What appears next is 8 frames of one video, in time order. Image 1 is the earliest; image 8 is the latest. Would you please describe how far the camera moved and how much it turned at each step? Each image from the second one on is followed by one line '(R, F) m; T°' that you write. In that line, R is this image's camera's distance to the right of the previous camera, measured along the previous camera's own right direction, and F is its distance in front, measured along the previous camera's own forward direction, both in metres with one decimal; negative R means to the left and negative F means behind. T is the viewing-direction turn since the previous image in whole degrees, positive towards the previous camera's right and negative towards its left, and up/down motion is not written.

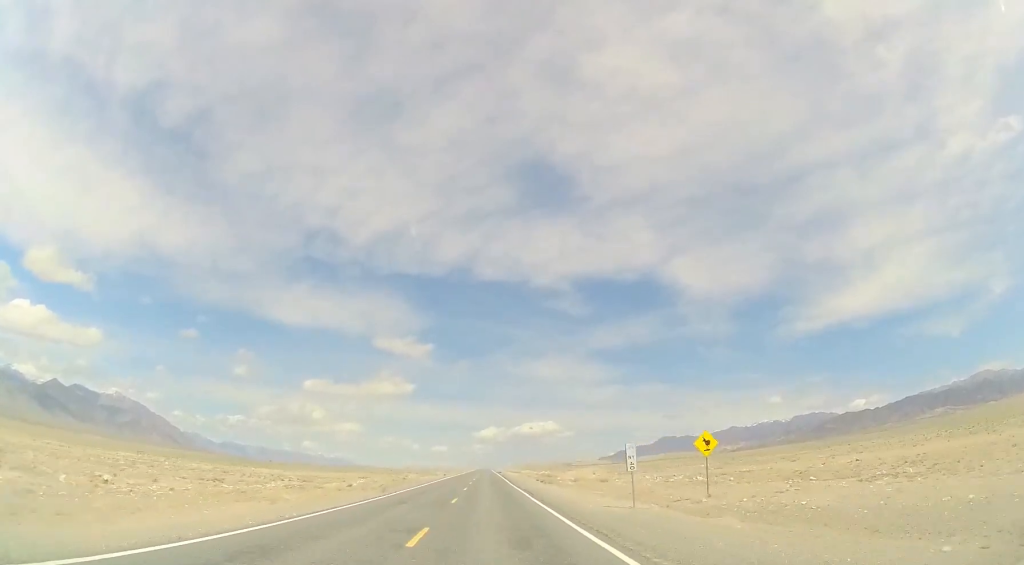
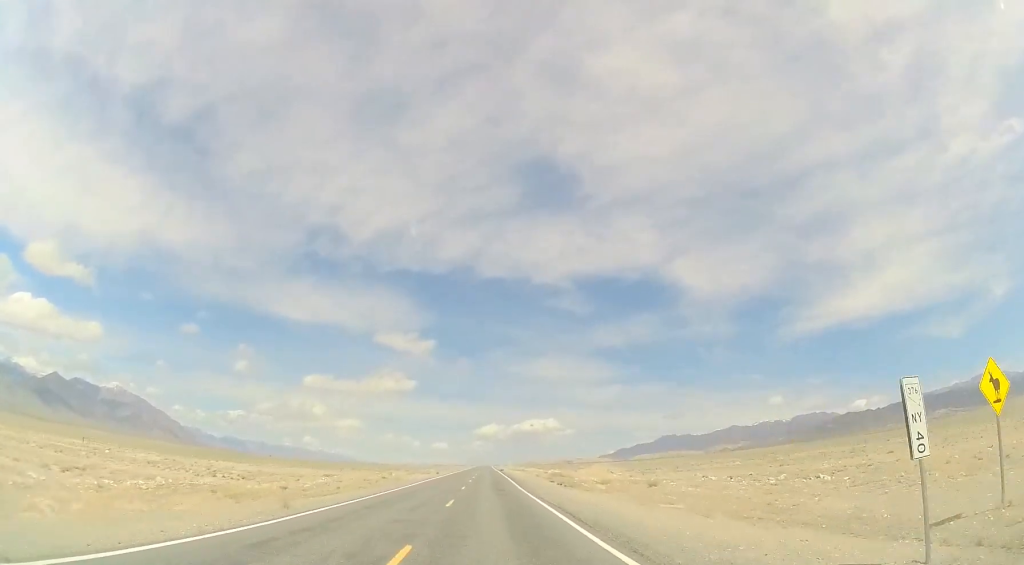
(0.0, +17.0) m; 0°
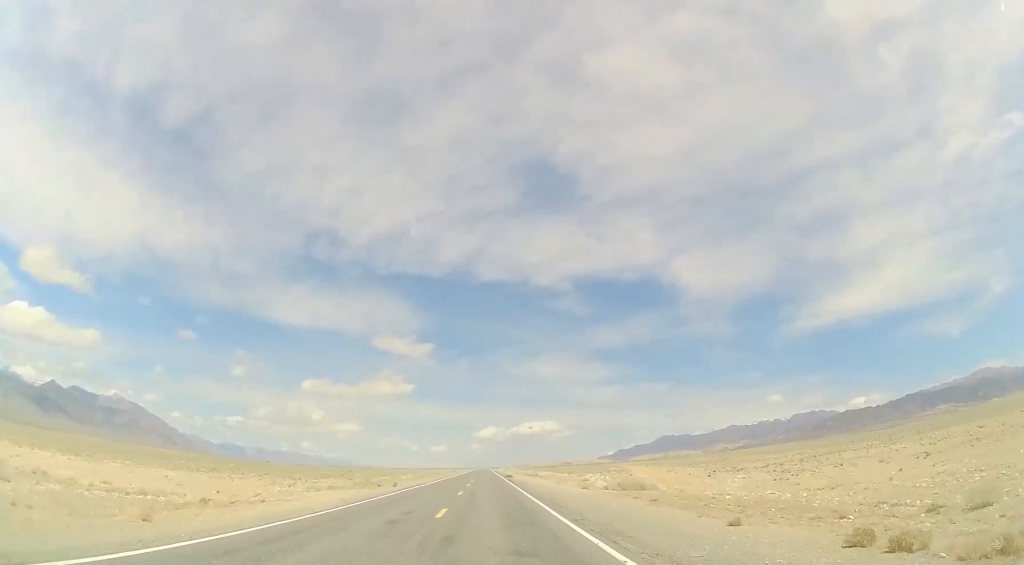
(-0.2, +44.7) m; 0°
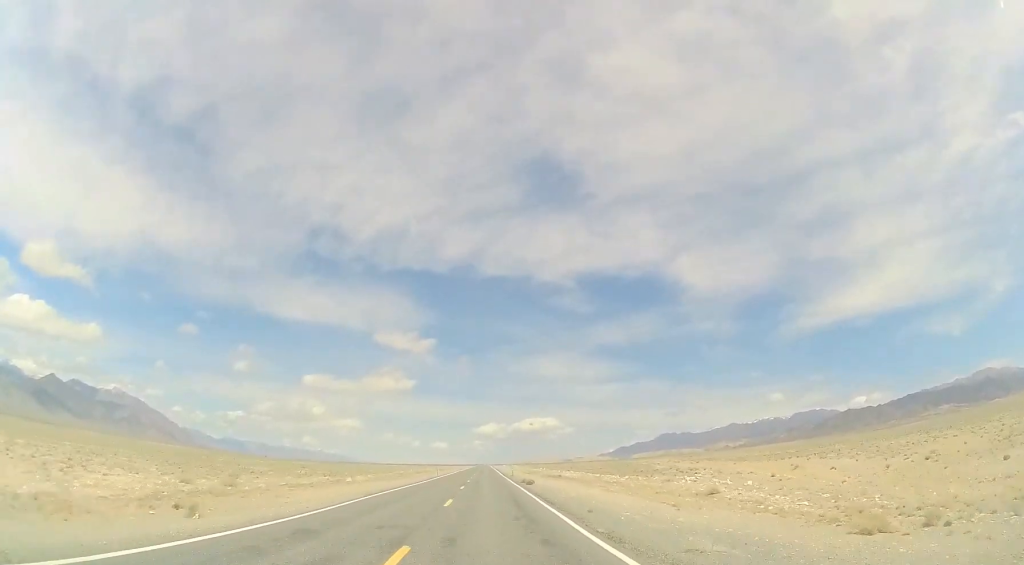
(+0.4, +37.1) m; 0°
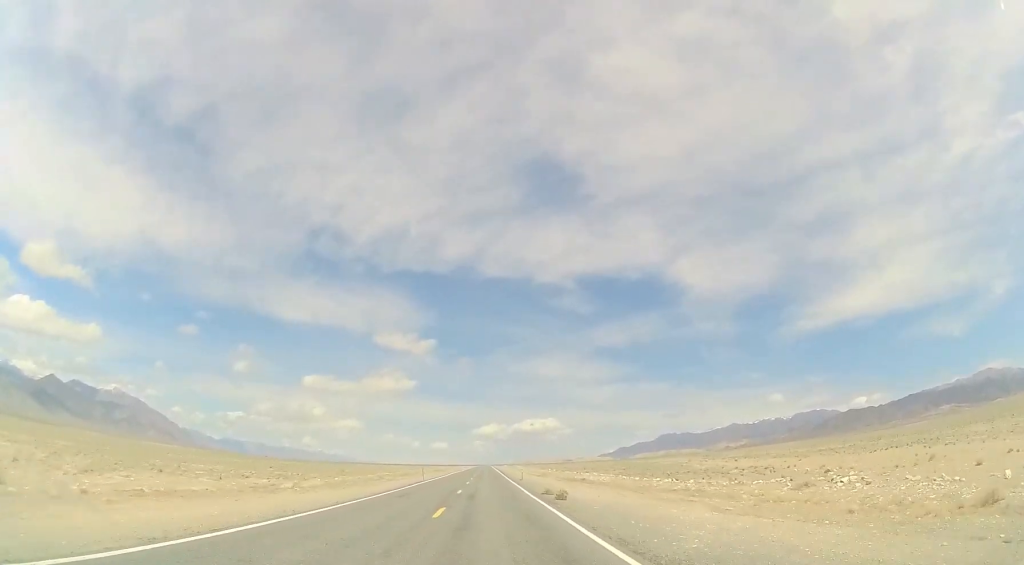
(-0.1, +18.0) m; 0°
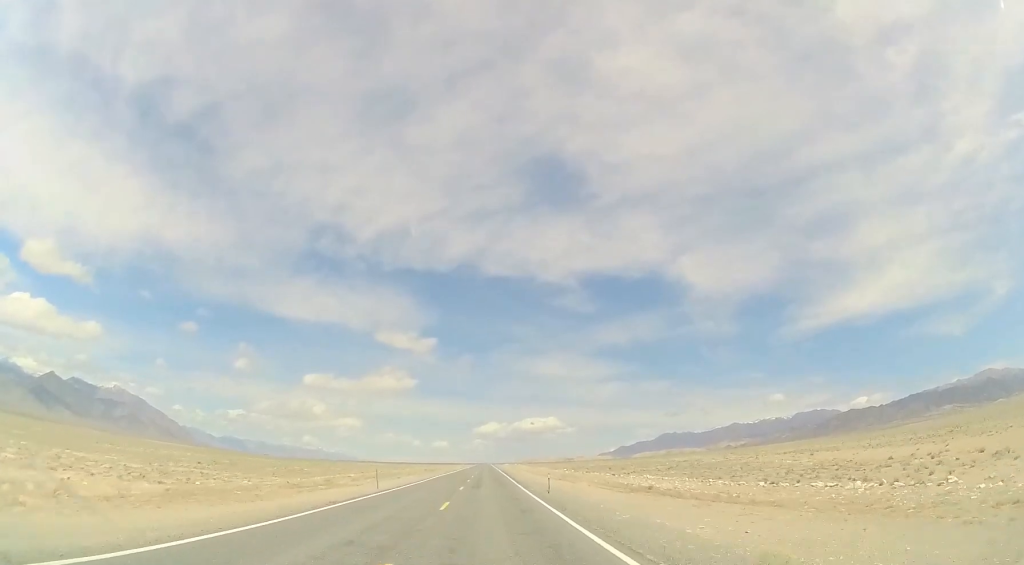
(-0.1, +24.5) m; 0°
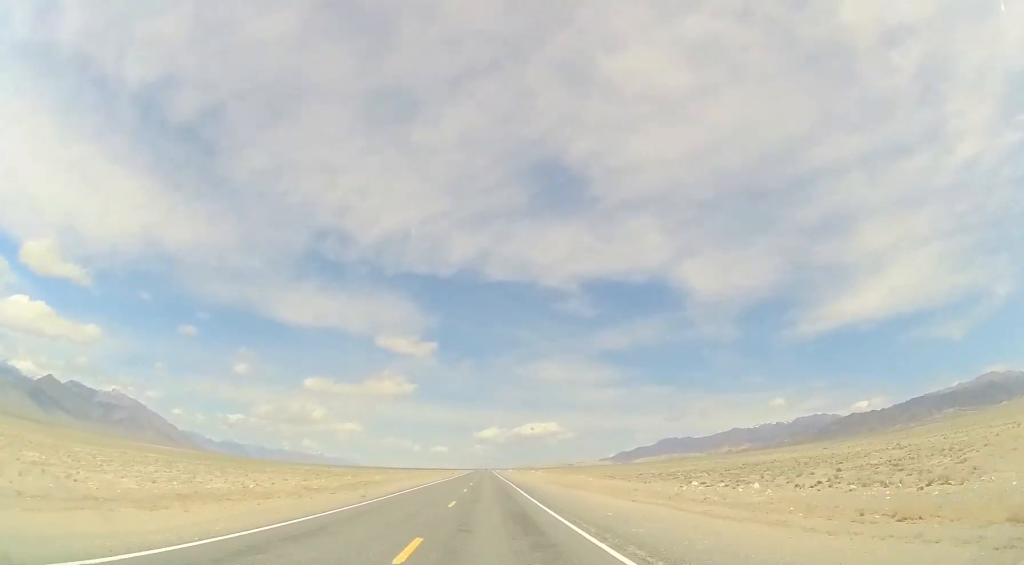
(+0.2, +64.6) m; 0°
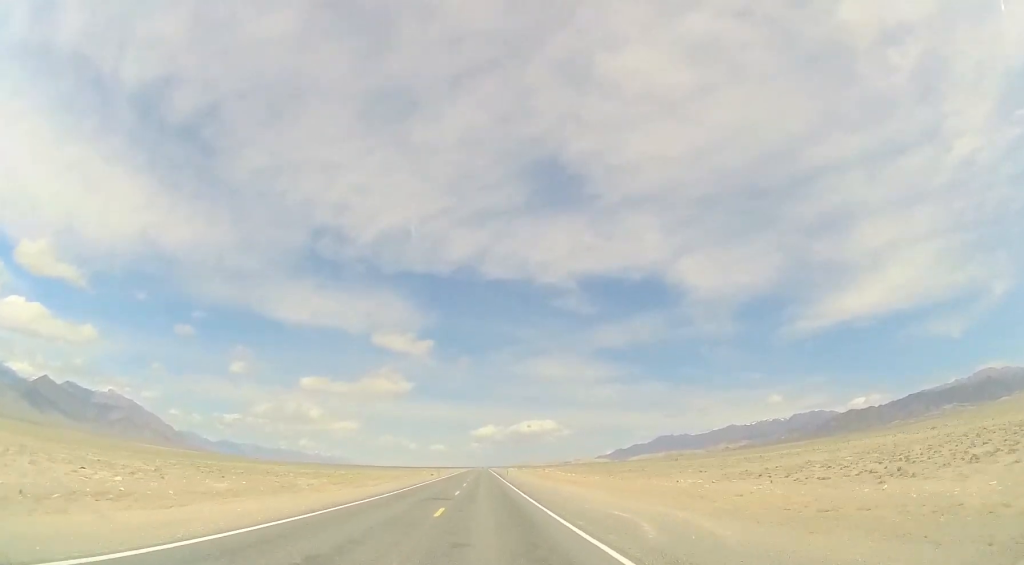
(-0.2, +46.2) m; 0°
